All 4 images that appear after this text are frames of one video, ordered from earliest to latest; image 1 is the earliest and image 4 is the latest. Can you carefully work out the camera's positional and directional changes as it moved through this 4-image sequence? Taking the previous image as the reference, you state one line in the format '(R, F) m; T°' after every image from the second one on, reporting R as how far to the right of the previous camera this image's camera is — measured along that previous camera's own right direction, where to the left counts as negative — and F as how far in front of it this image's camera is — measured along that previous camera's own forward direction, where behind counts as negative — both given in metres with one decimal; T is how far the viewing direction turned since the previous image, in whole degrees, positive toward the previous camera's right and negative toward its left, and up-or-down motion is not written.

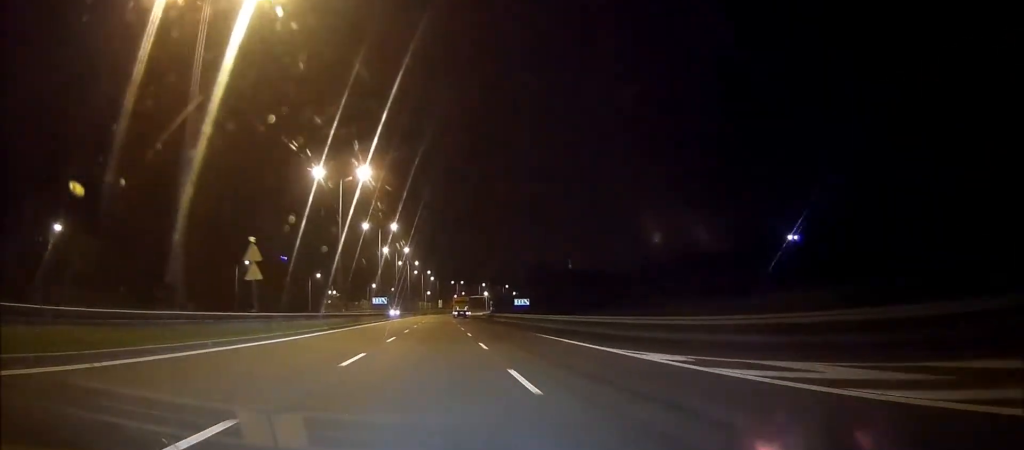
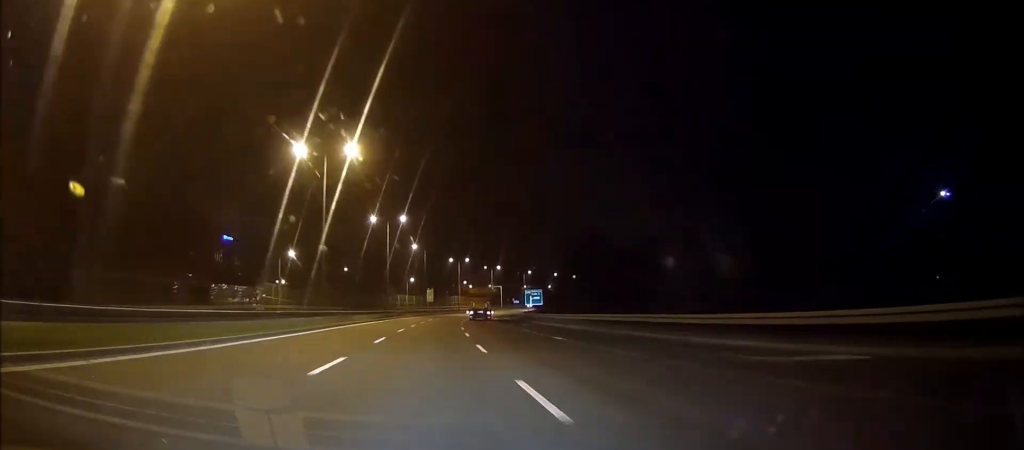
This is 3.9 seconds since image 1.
(+1.2, +110.1) m; +2°
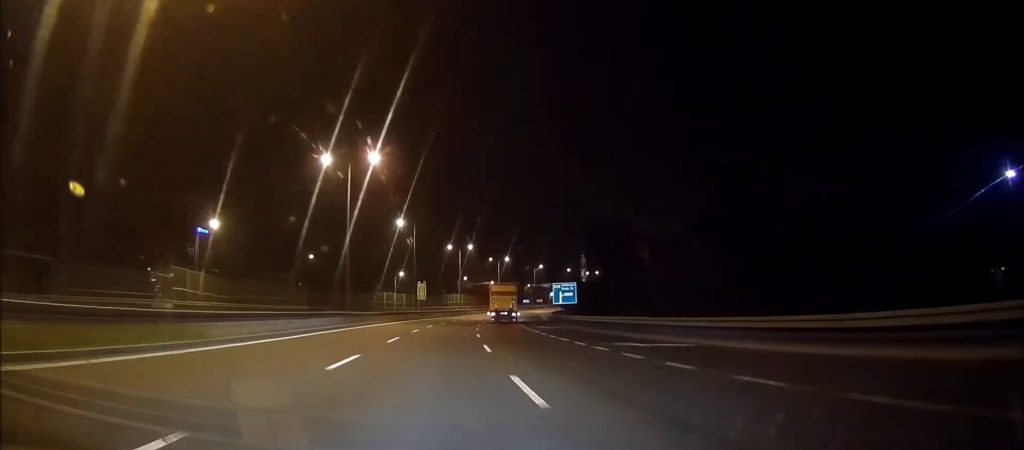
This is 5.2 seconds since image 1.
(+0.7, +34.3) m; +3°
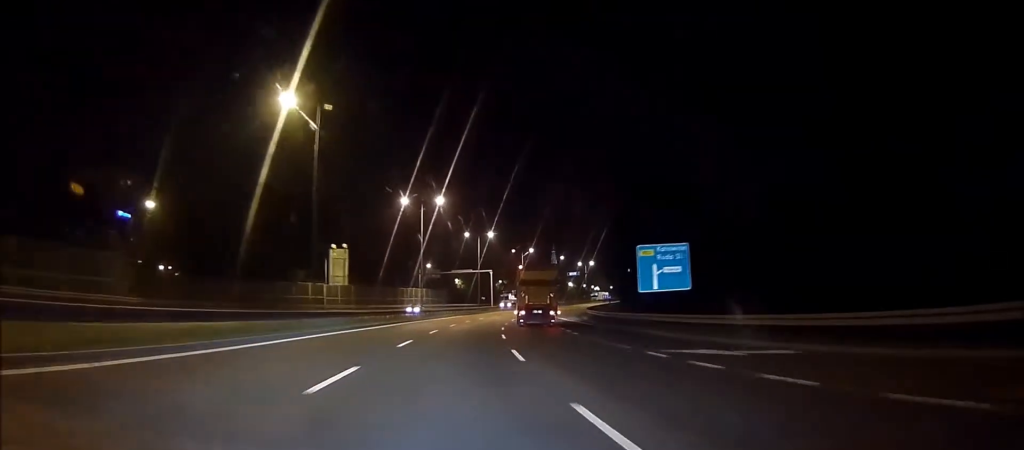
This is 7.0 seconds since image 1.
(+2.9, +51.4) m; +6°
